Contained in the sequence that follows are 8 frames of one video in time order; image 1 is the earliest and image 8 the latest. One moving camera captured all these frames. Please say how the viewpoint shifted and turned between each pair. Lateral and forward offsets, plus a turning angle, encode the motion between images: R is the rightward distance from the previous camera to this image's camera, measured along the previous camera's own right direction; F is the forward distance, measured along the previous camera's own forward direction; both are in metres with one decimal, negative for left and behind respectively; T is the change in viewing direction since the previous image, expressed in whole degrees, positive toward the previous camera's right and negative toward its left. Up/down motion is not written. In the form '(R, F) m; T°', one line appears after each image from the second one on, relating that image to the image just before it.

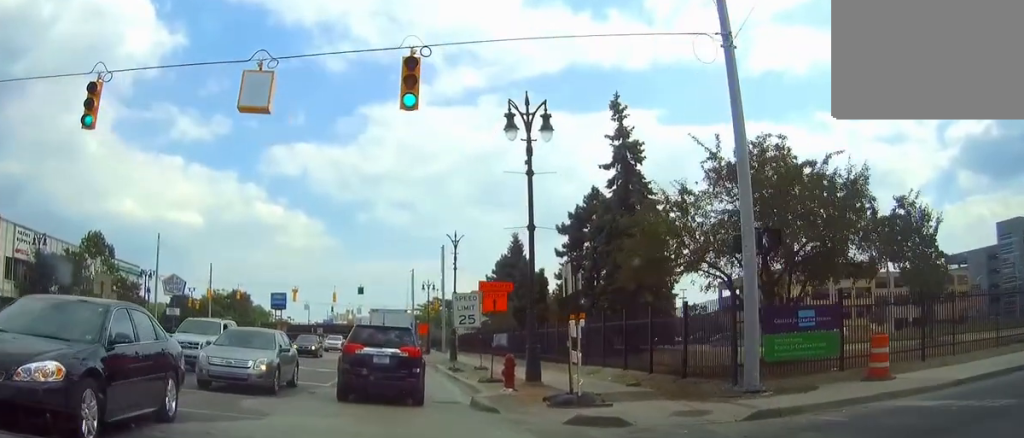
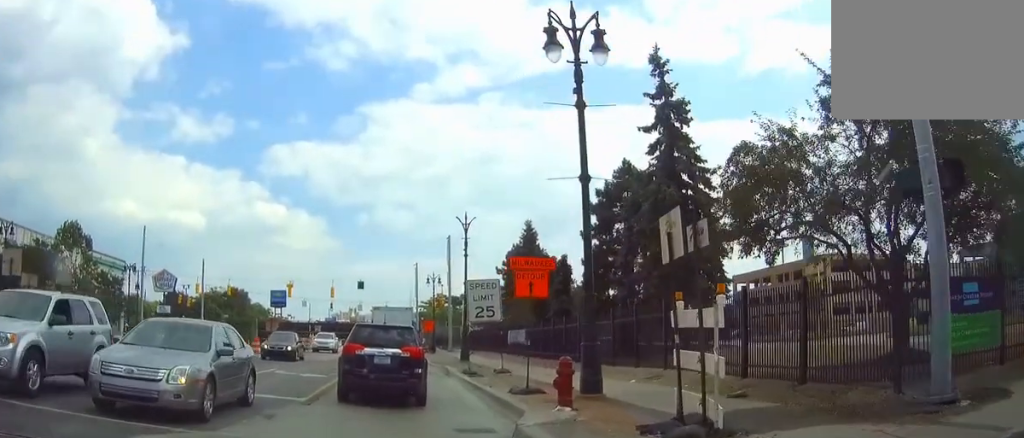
(0.0, +5.9) m; -1°
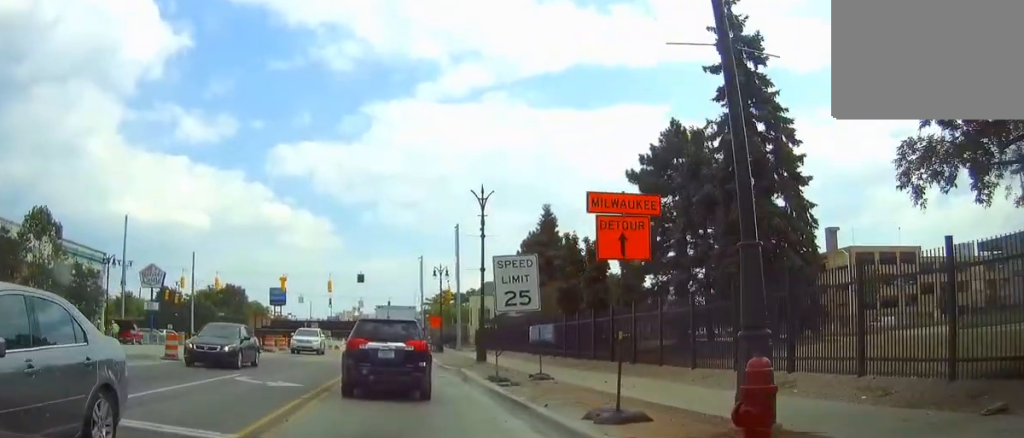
(-0.1, +6.9) m; -1°
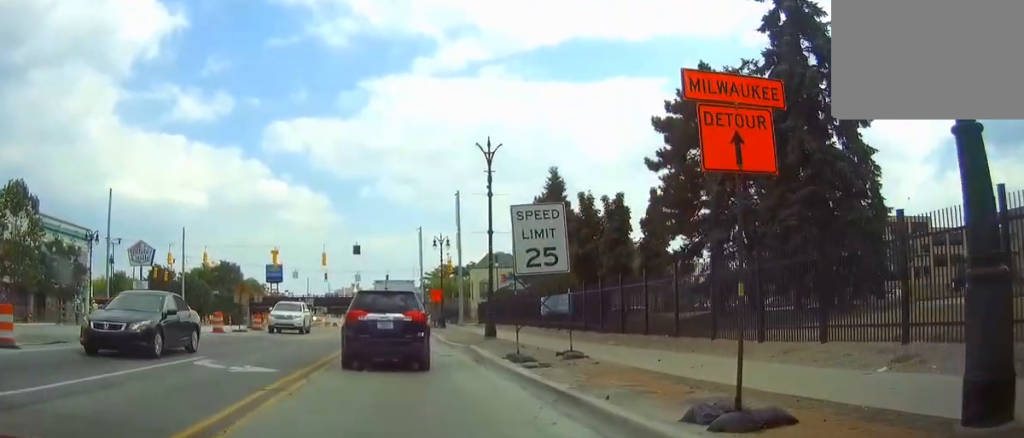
(0.0, +3.8) m; 0°
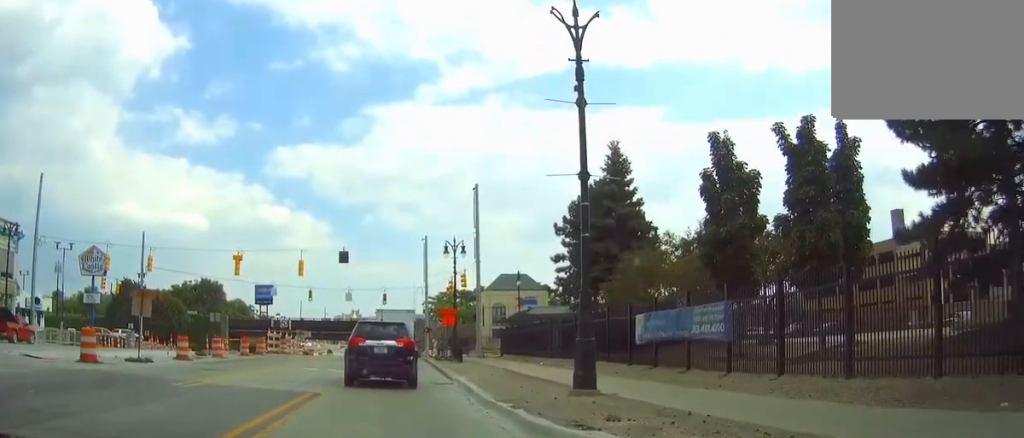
(0.0, +16.7) m; -1°
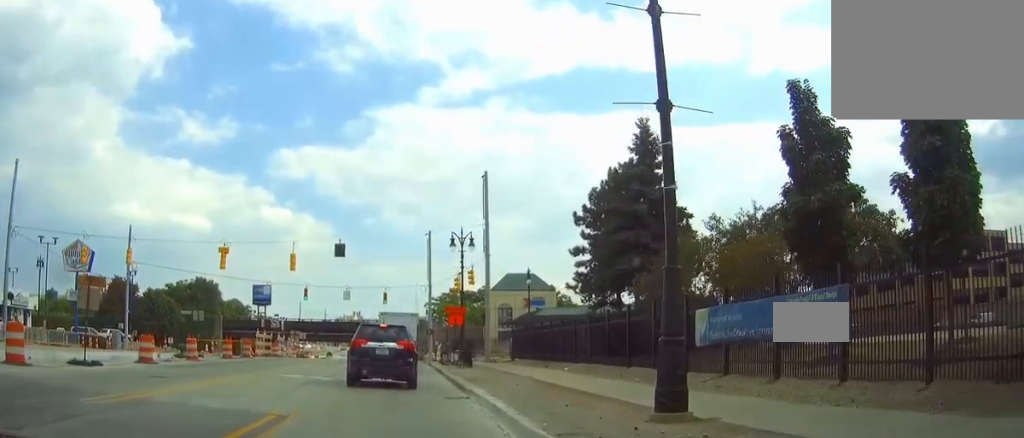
(-0.1, +5.0) m; -1°
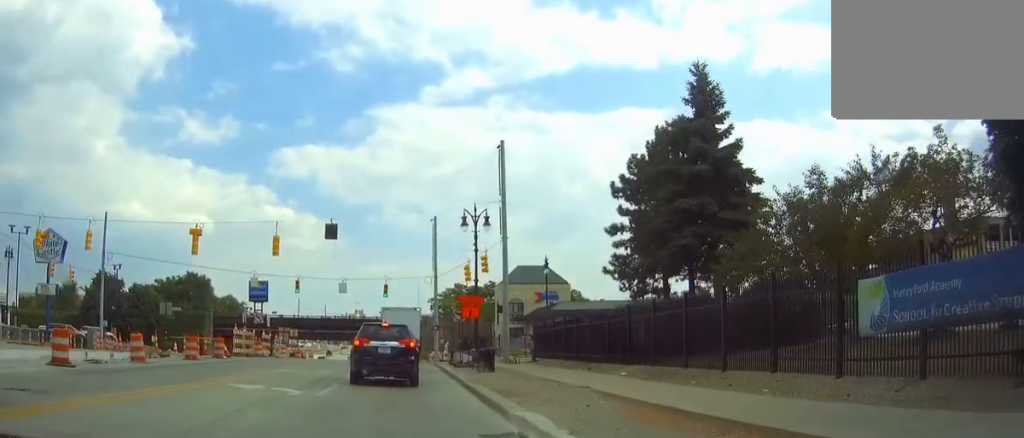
(-0.1, +7.2) m; 0°
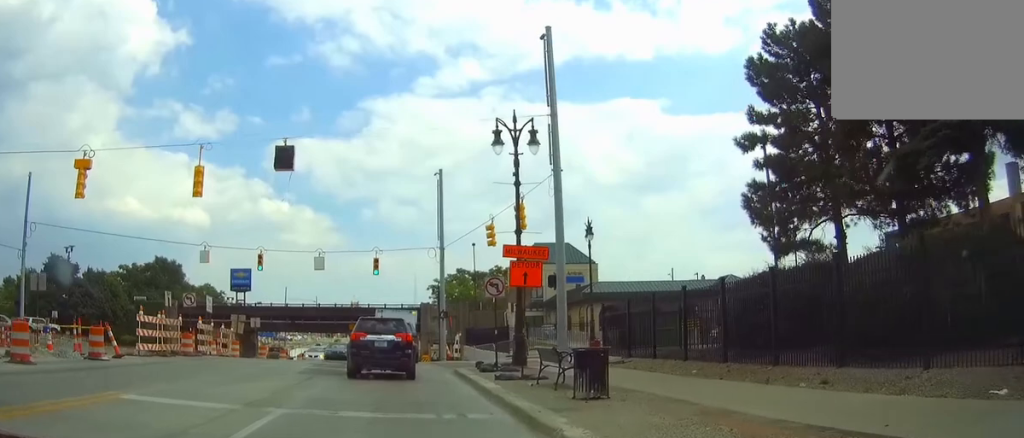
(+0.2, +14.9) m; +2°
